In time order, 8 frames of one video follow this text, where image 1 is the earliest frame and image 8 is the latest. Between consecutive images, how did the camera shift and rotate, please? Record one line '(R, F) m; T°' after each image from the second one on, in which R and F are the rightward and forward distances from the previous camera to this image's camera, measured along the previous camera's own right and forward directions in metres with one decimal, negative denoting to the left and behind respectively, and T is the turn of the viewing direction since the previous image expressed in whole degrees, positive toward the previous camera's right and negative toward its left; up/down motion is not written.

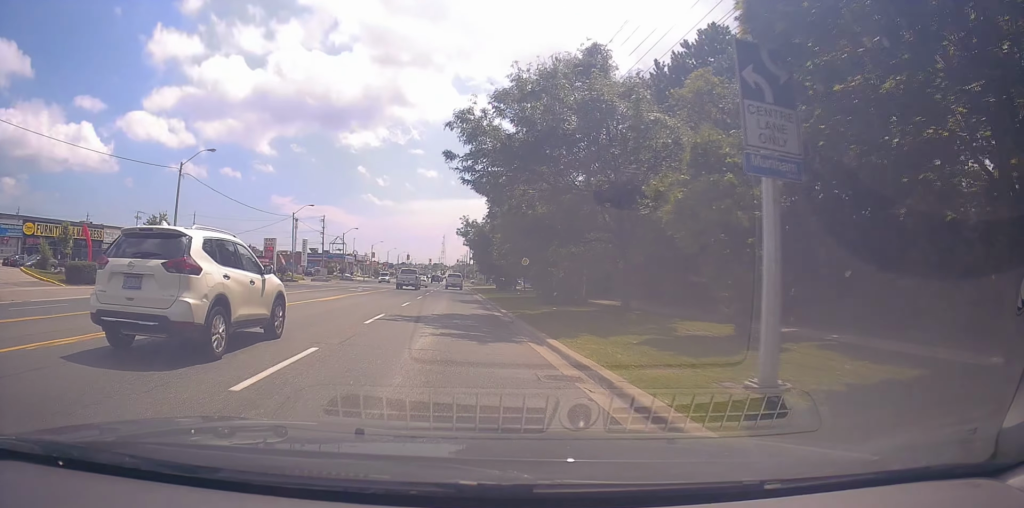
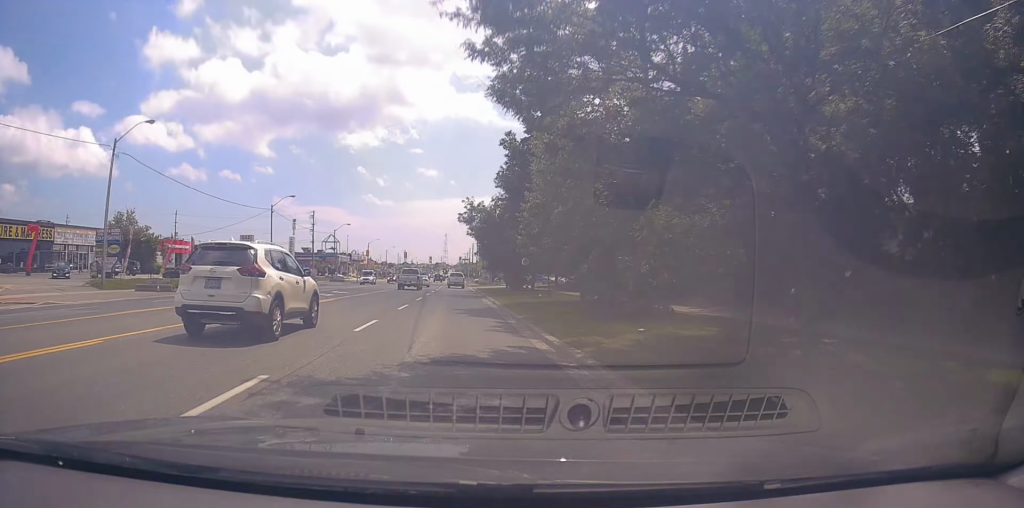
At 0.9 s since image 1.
(-0.3, +11.1) m; 0°
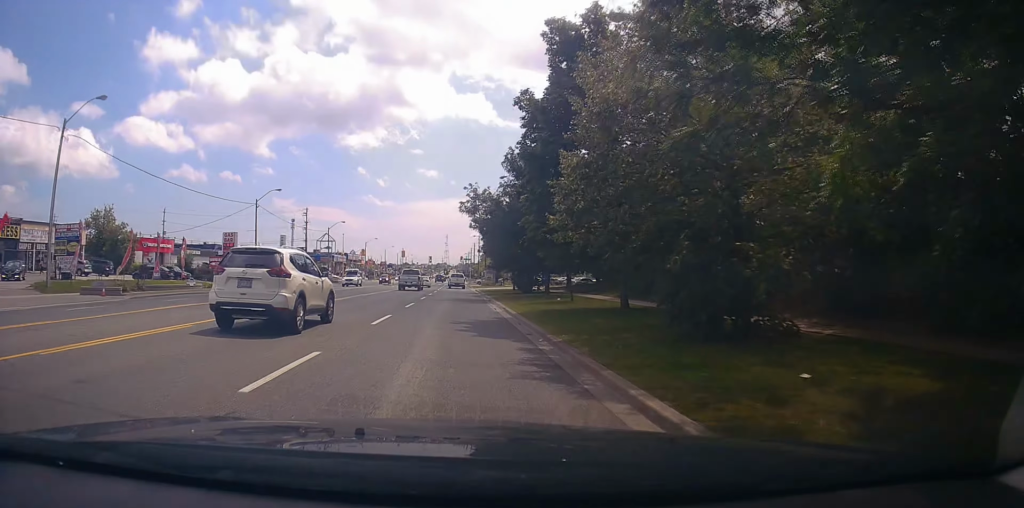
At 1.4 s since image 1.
(0.0, +6.4) m; 0°
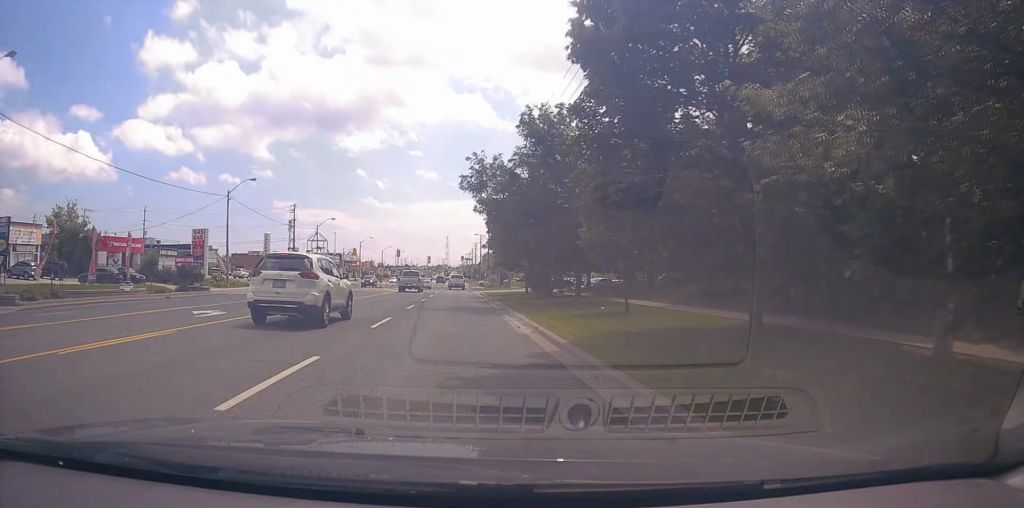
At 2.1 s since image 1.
(+0.2, +9.0) m; 0°
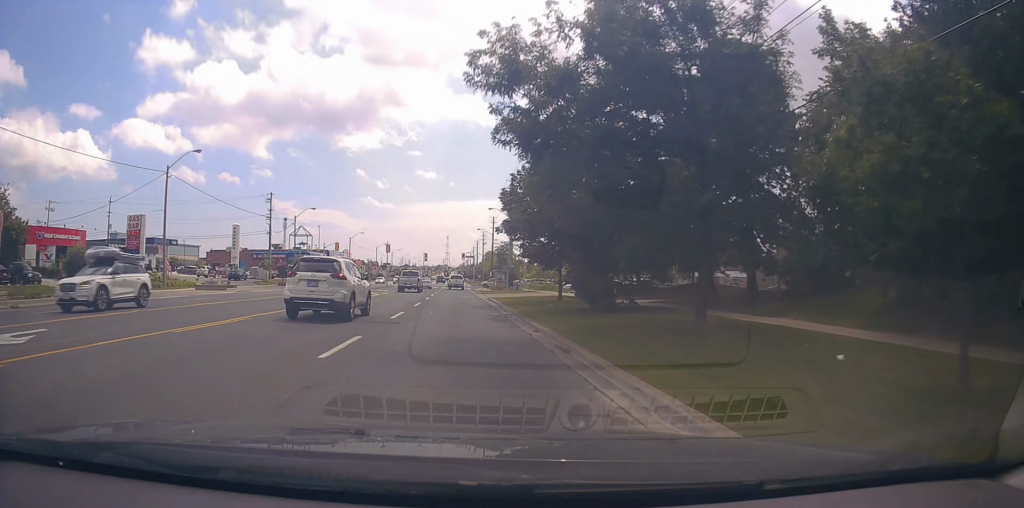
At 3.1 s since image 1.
(-0.2, +14.0) m; 0°
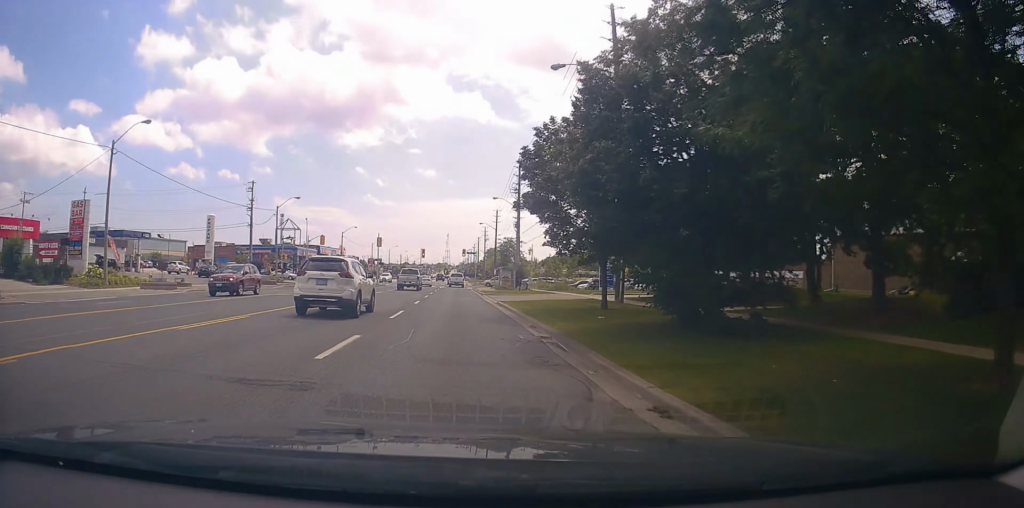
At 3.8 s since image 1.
(+0.1, +8.9) m; +1°
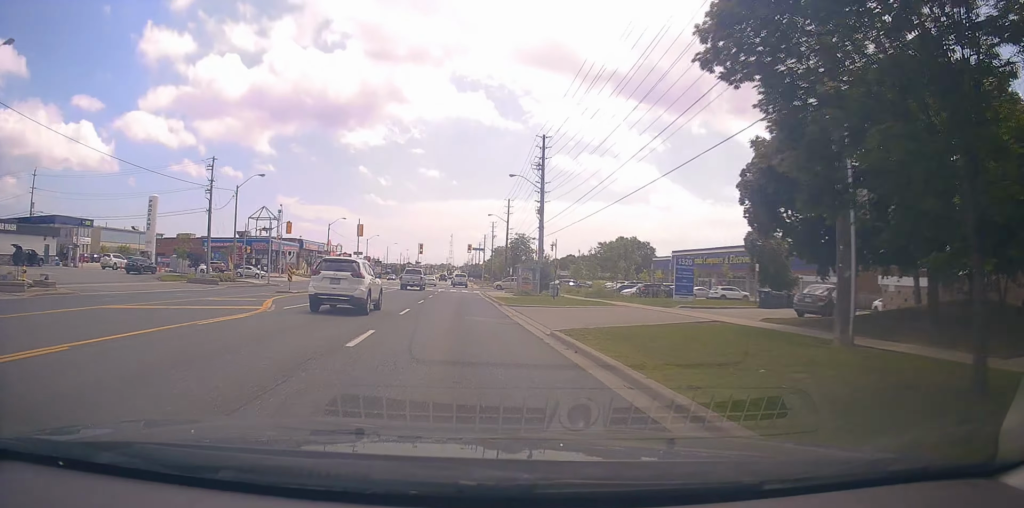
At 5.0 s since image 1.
(+0.2, +16.2) m; -1°
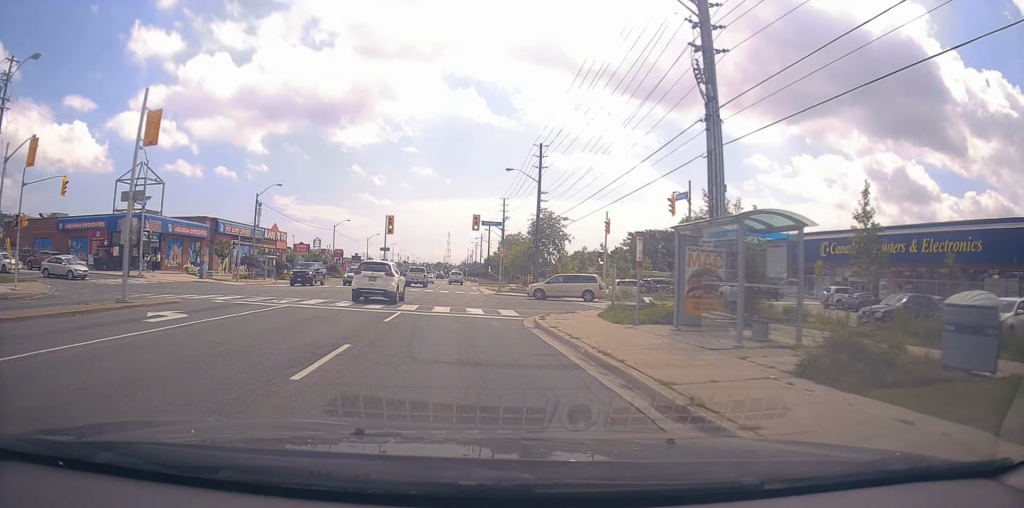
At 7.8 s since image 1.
(-0.2, +38.6) m; -1°
